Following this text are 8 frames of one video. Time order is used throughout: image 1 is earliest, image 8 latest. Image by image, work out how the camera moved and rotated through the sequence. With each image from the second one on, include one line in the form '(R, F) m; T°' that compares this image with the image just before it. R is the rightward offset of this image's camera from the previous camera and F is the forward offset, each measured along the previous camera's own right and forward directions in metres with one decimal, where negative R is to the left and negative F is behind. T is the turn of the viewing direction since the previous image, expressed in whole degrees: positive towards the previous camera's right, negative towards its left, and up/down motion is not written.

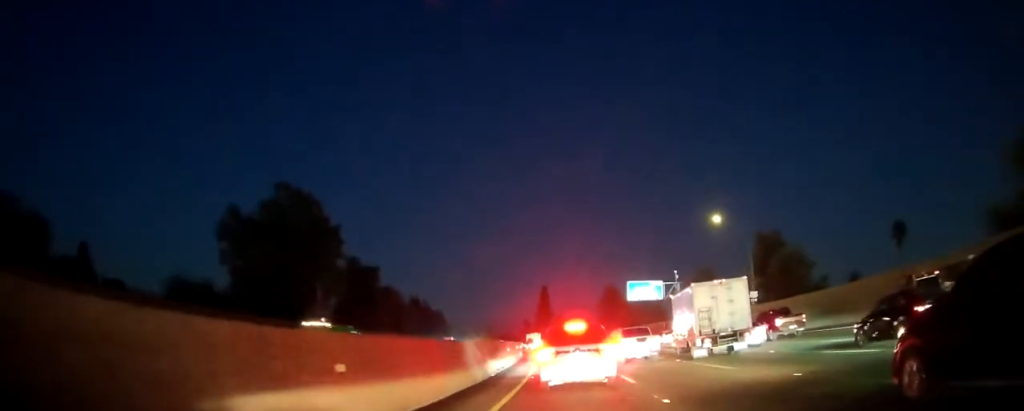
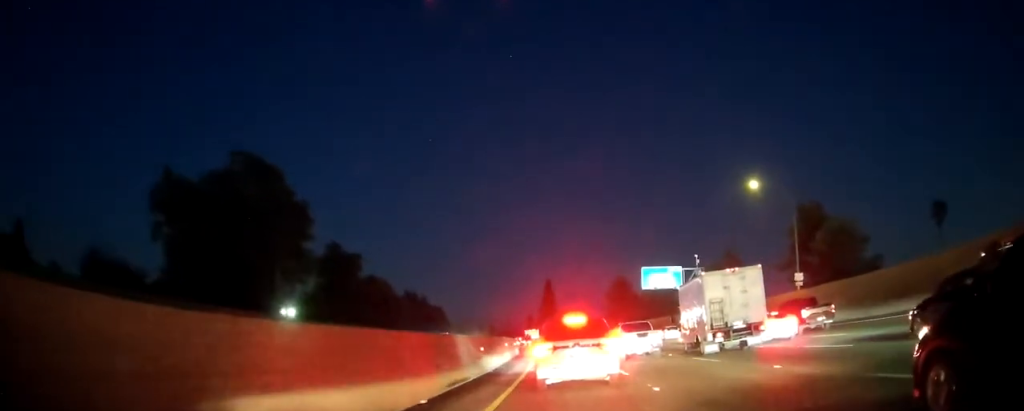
(0.0, +13.4) m; 0°
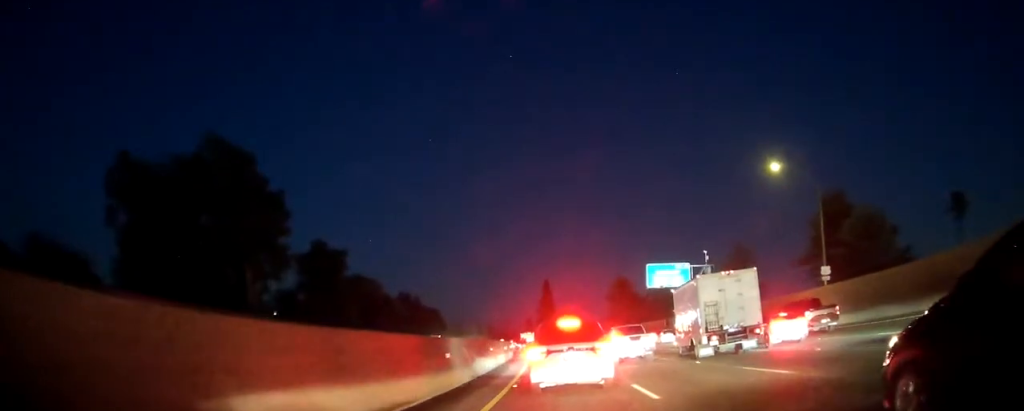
(0.0, +7.9) m; 0°
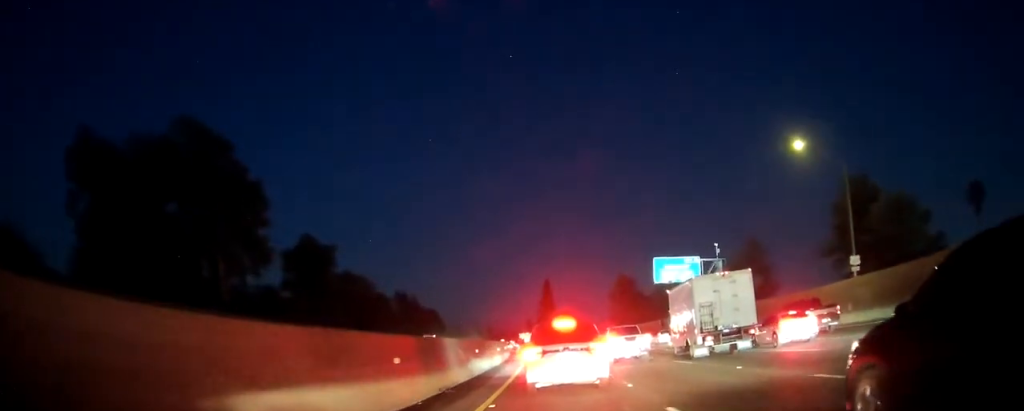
(0.0, +6.2) m; 0°
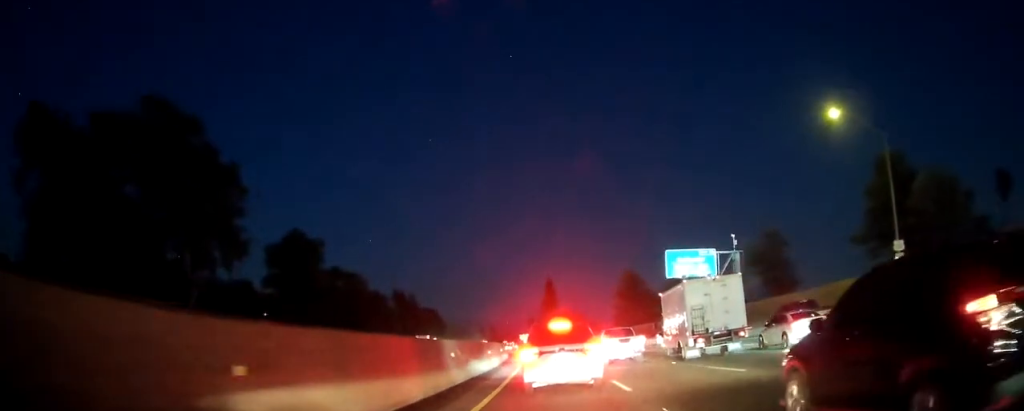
(0.0, +7.7) m; 0°
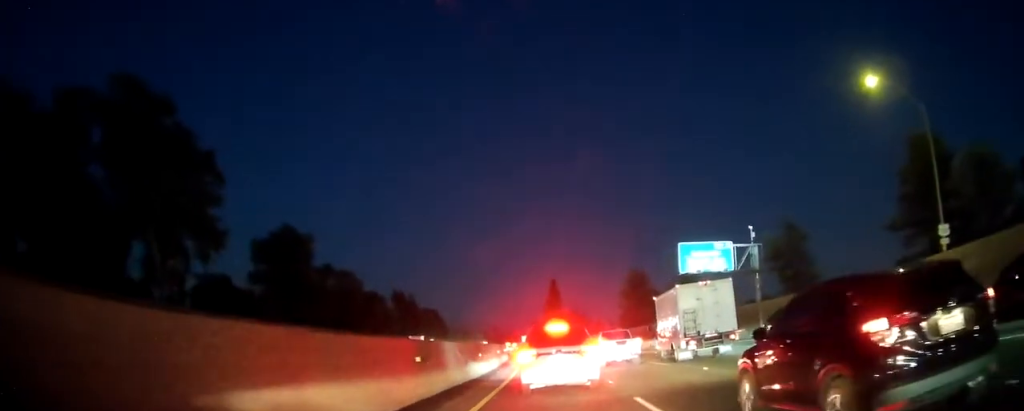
(0.0, +6.2) m; 0°
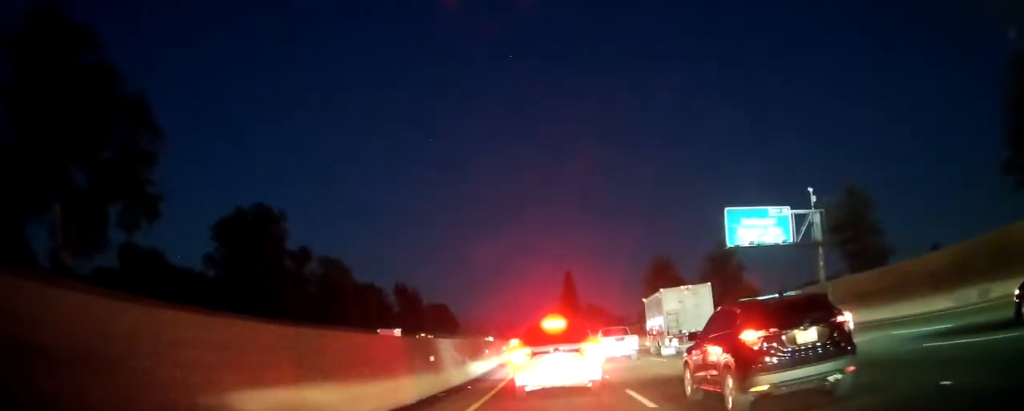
(-0.2, +13.8) m; -3°
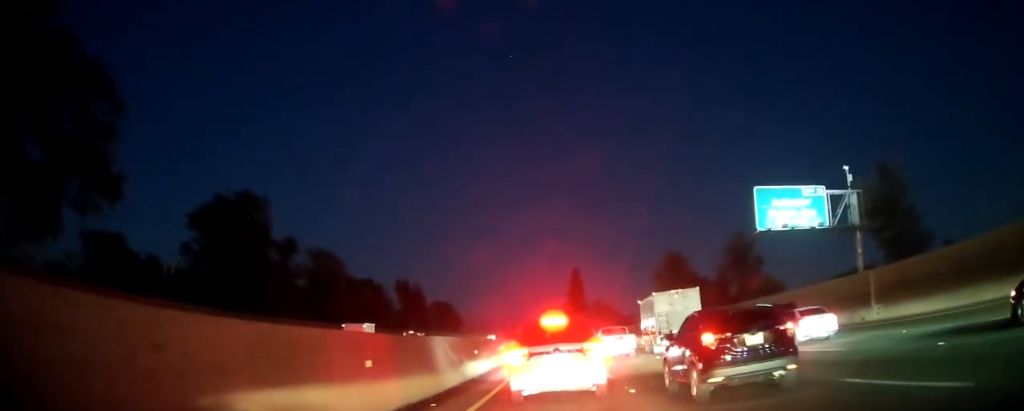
(-0.2, +6.7) m; -1°
